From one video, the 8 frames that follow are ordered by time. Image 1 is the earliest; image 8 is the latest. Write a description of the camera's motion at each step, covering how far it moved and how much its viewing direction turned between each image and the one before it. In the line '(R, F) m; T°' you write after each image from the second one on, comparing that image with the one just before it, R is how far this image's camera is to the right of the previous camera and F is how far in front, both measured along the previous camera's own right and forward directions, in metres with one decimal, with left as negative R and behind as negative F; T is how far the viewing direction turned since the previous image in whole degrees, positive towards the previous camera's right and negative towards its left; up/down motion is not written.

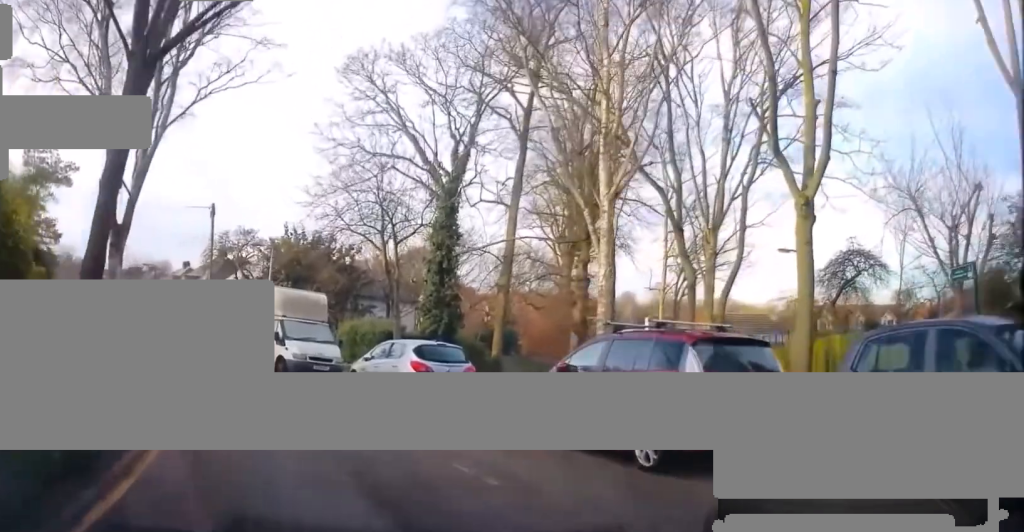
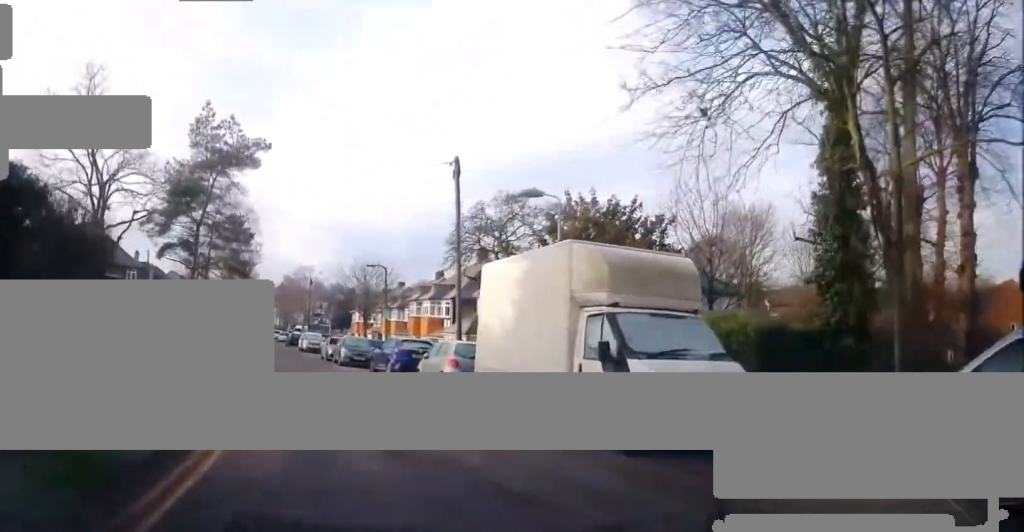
(-4.0, +11.7) m; -29°
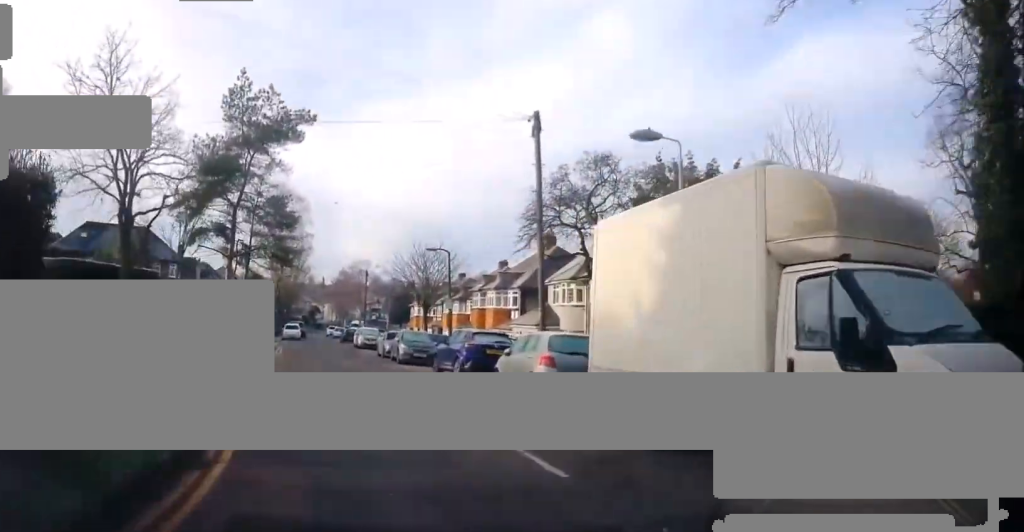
(+0.2, +3.9) m; +2°
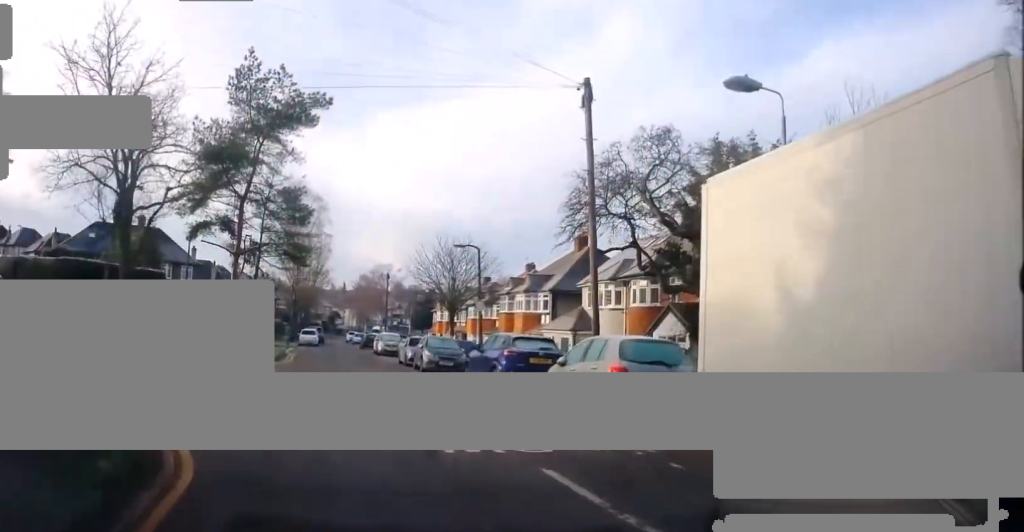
(+0.1, +2.7) m; +1°
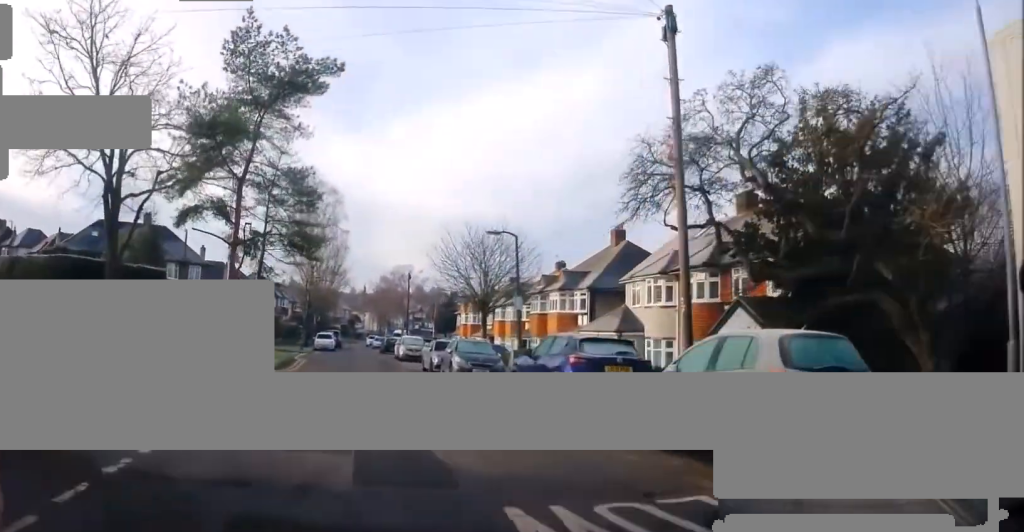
(0.0, +3.8) m; -3°
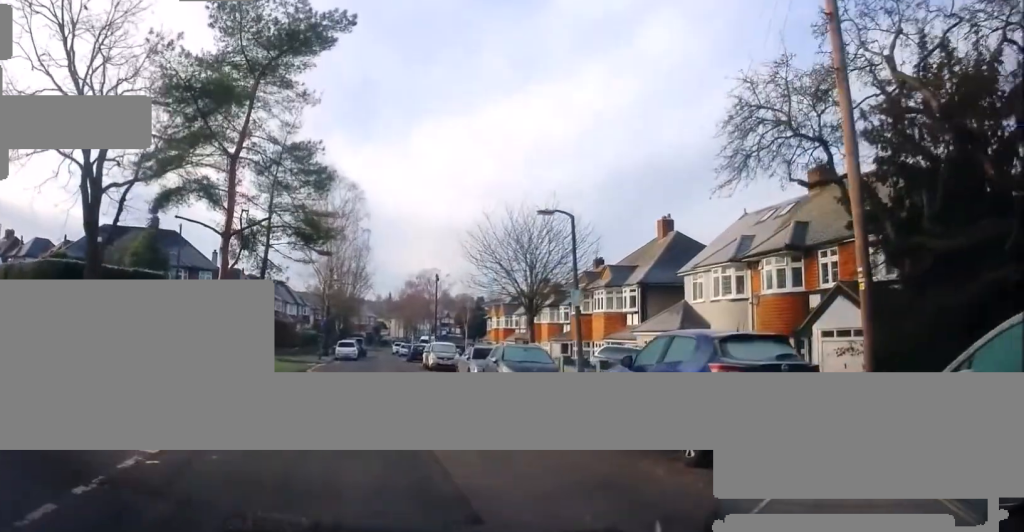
(-0.2, +4.2) m; -3°
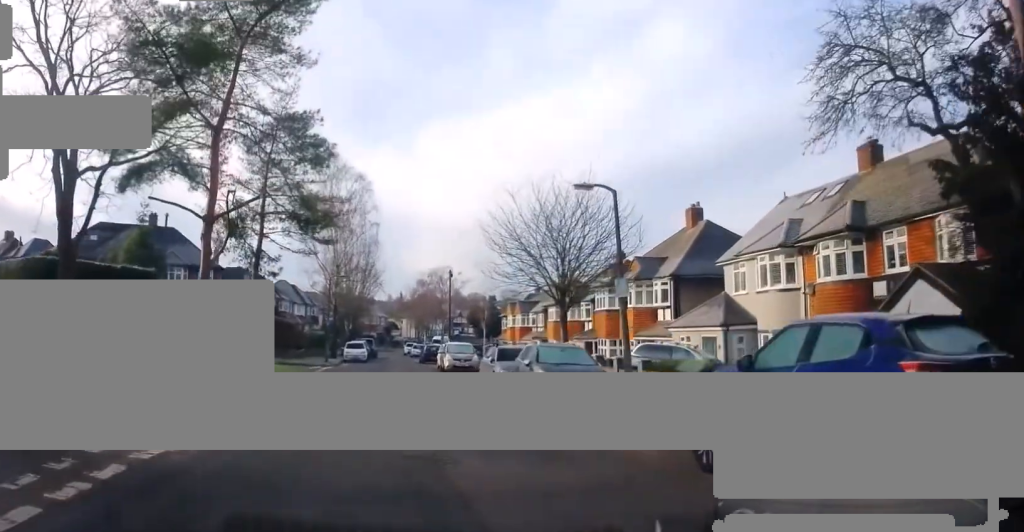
(-0.1, +3.1) m; -2°
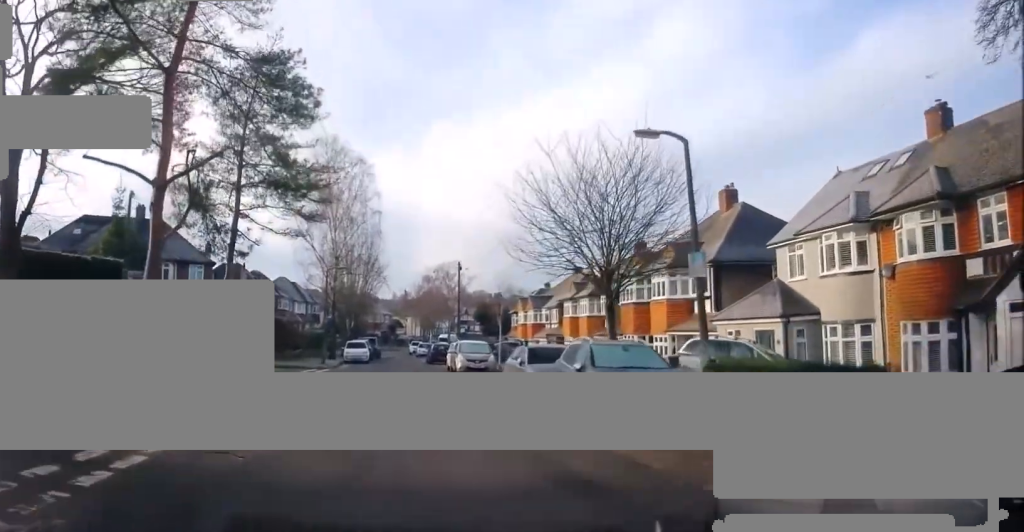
(0.0, +4.2) m; -1°
